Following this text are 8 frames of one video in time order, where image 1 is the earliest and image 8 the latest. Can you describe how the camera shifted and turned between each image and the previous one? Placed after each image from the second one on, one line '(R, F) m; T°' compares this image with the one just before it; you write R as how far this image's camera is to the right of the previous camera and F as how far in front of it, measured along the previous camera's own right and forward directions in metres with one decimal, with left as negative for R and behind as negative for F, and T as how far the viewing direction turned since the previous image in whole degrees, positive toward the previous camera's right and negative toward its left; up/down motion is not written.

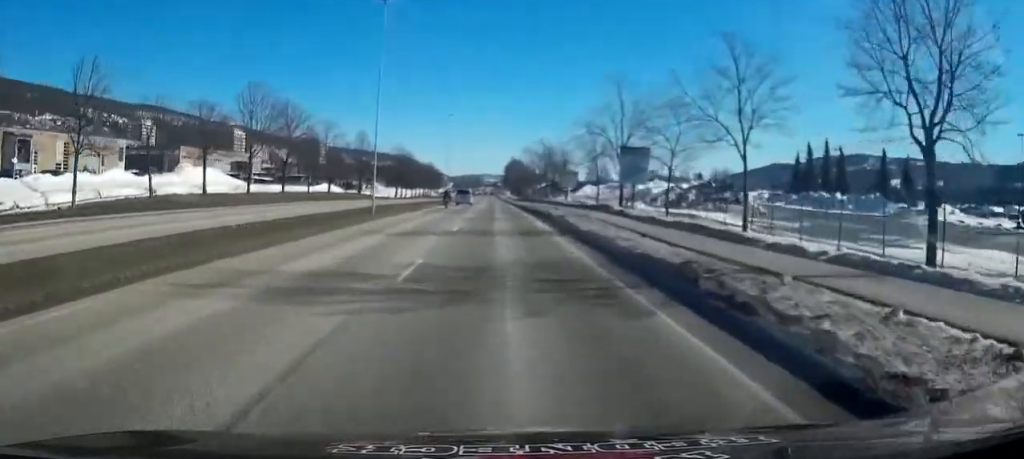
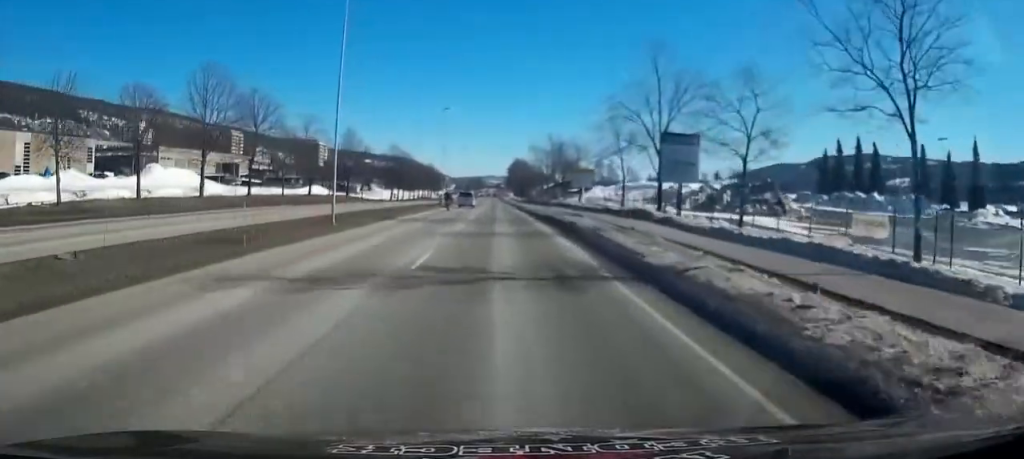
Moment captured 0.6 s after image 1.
(-0.4, +10.3) m; -1°
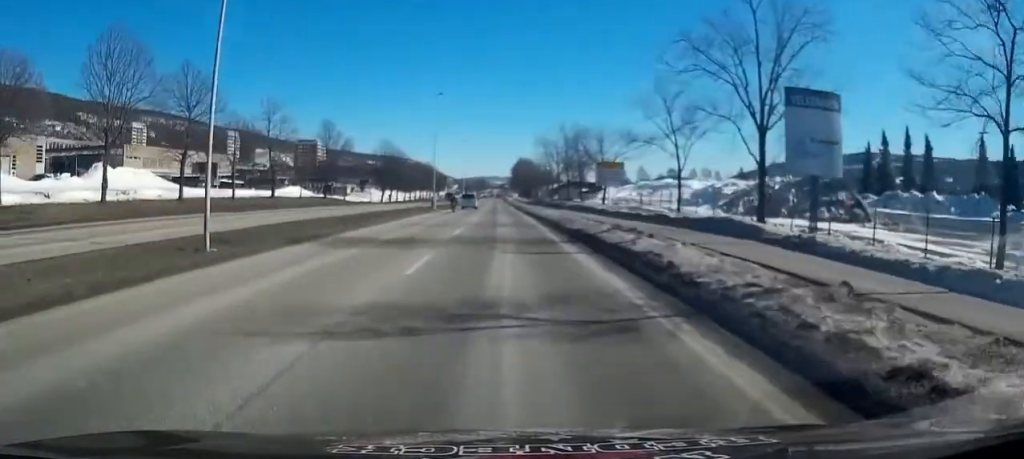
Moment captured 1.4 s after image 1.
(0.0, +13.7) m; 0°
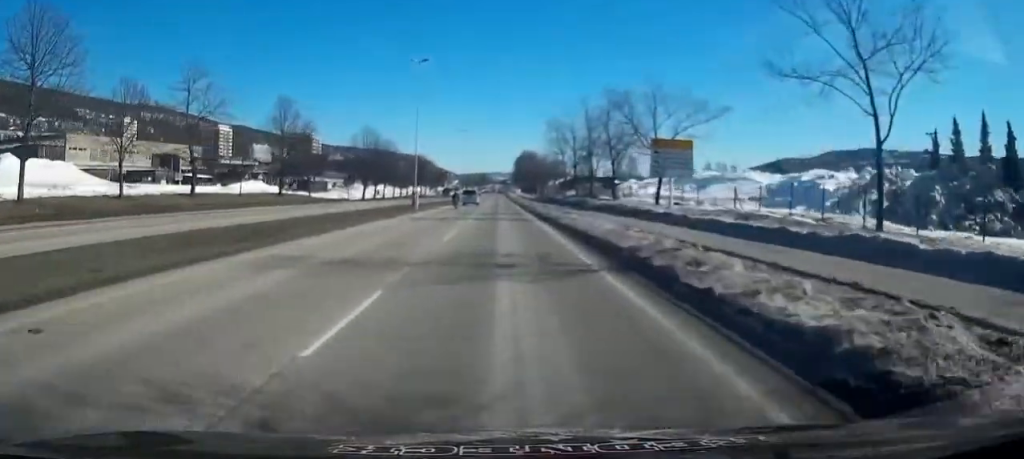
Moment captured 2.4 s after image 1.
(+0.1, +17.7) m; +1°
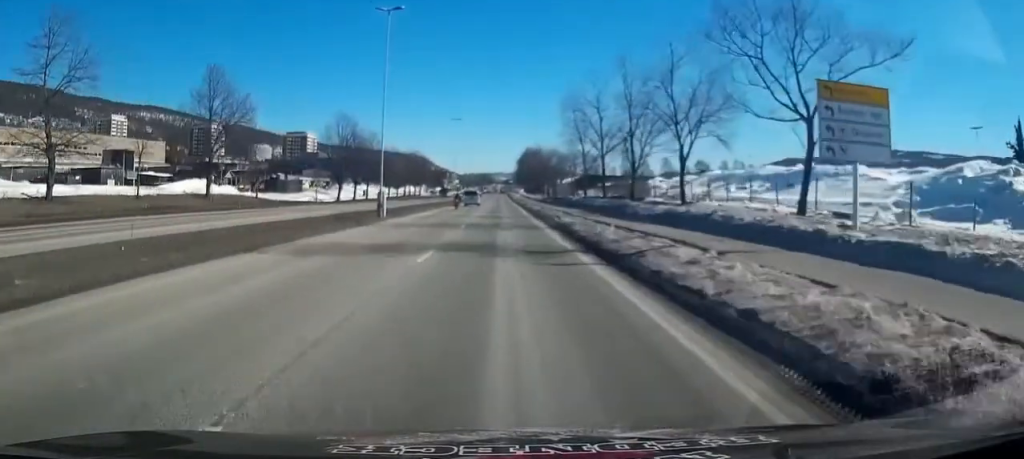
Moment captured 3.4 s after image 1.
(0.0, +17.0) m; 0°
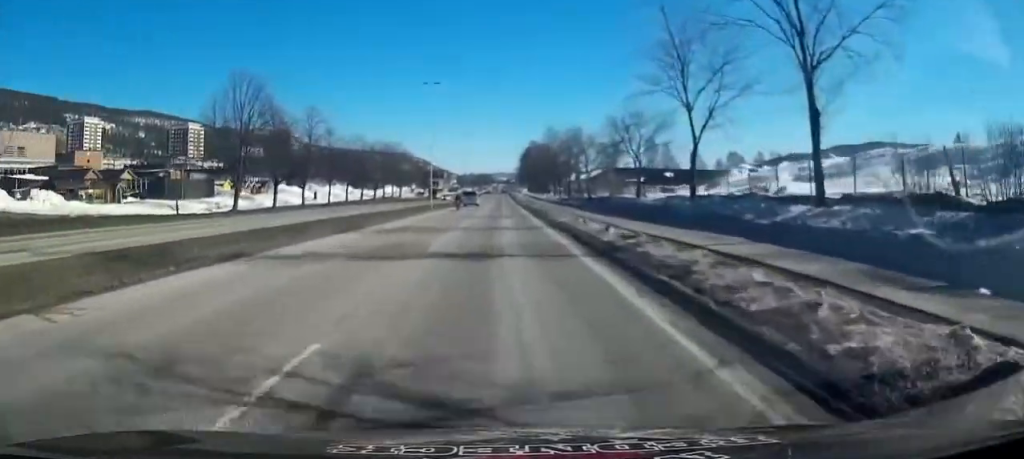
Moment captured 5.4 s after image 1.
(-0.4, +33.8) m; -1°
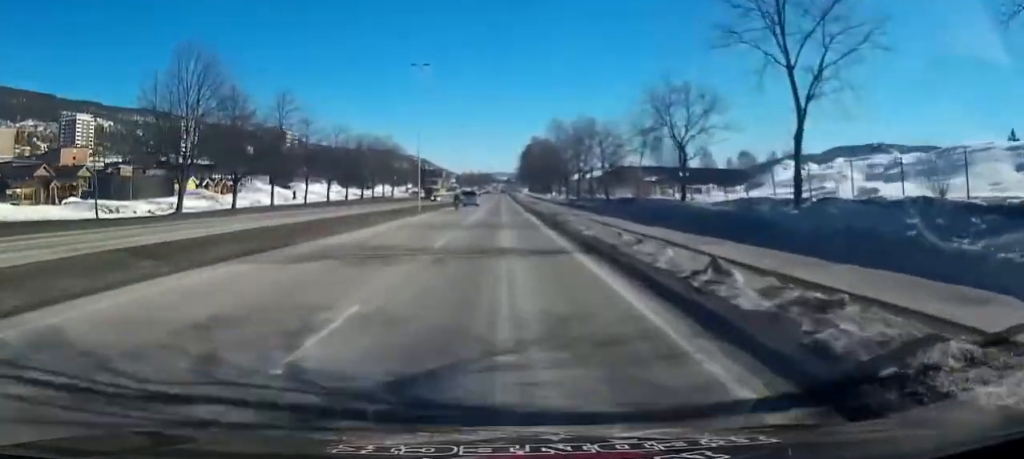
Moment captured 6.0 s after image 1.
(+0.1, +9.6) m; 0°
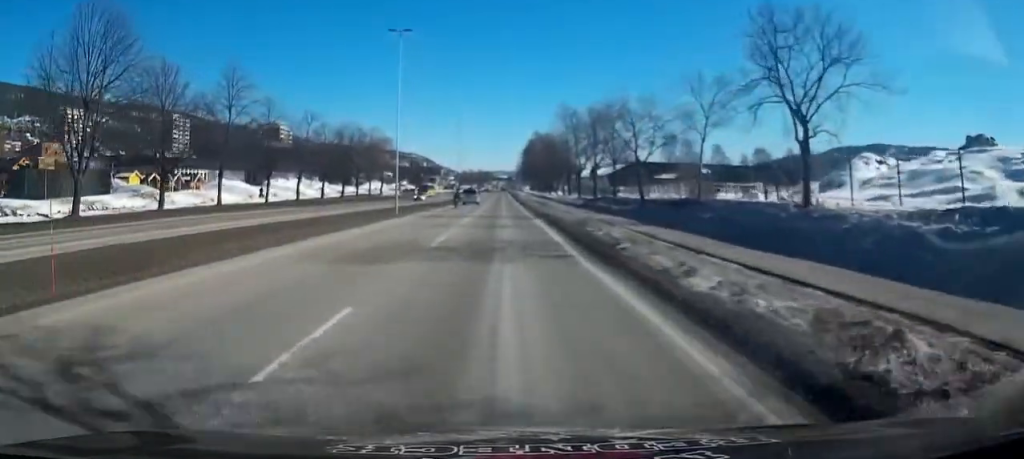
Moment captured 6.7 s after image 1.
(-0.1, +12.0) m; -1°
